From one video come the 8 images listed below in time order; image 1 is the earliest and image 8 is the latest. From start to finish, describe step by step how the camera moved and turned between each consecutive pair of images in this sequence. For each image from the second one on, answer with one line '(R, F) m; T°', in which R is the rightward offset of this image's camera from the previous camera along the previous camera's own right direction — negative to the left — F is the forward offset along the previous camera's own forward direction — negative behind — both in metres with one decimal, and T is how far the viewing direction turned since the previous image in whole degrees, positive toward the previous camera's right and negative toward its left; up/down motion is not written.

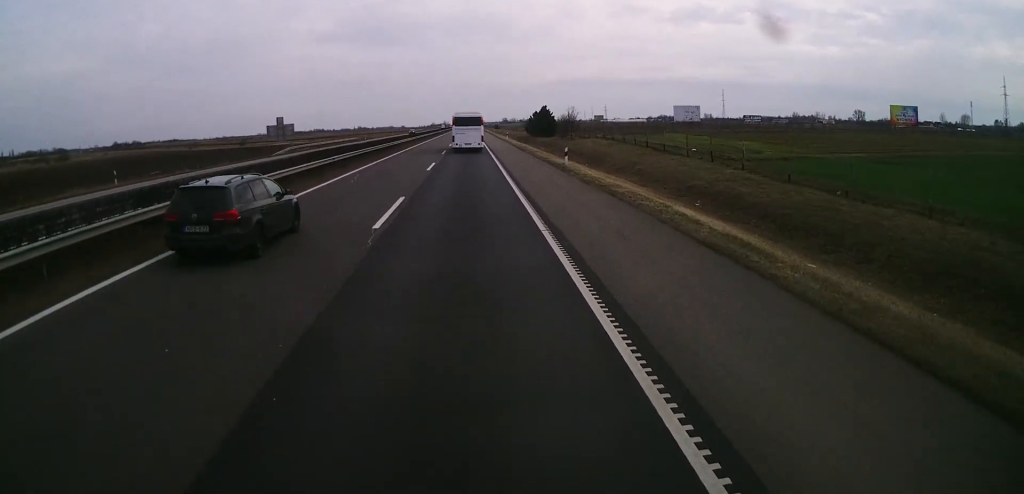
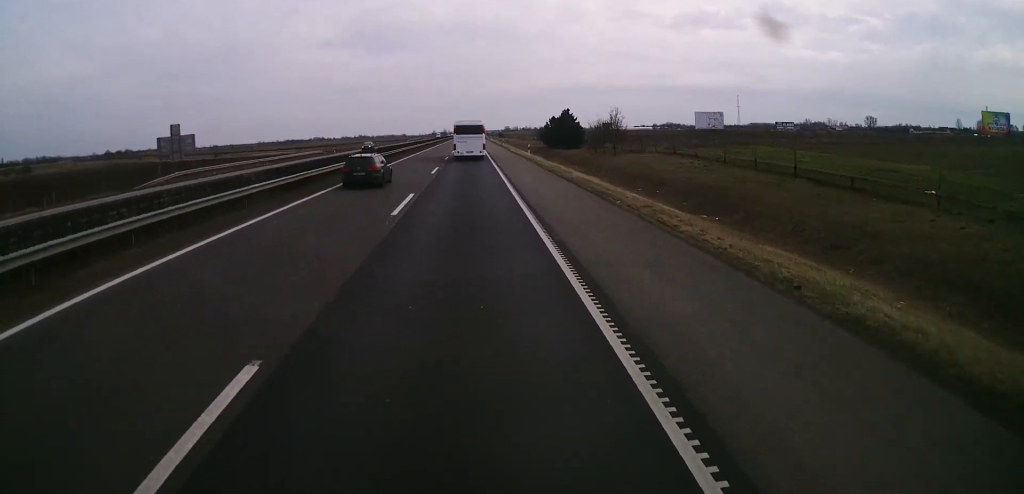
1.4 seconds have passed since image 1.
(-0.1, +32.3) m; -1°
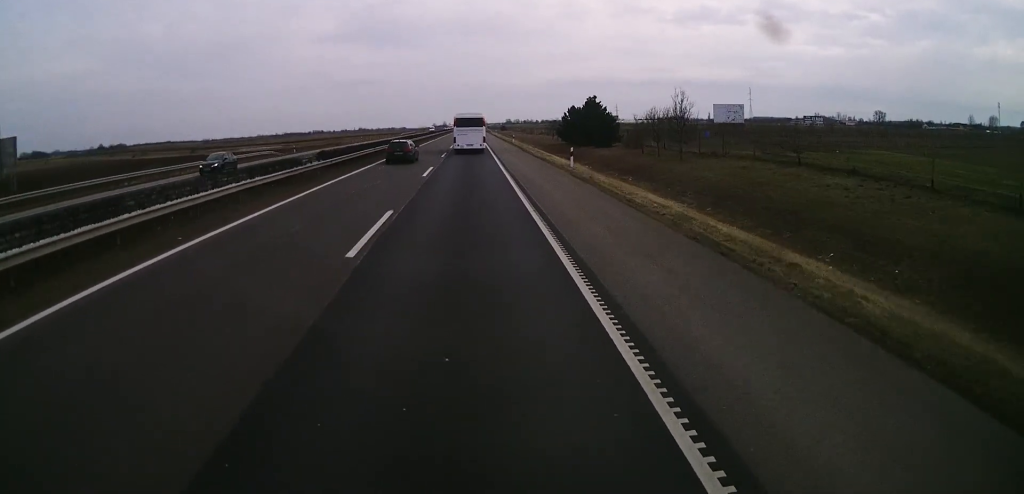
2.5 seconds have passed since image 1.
(0.0, +24.7) m; 0°
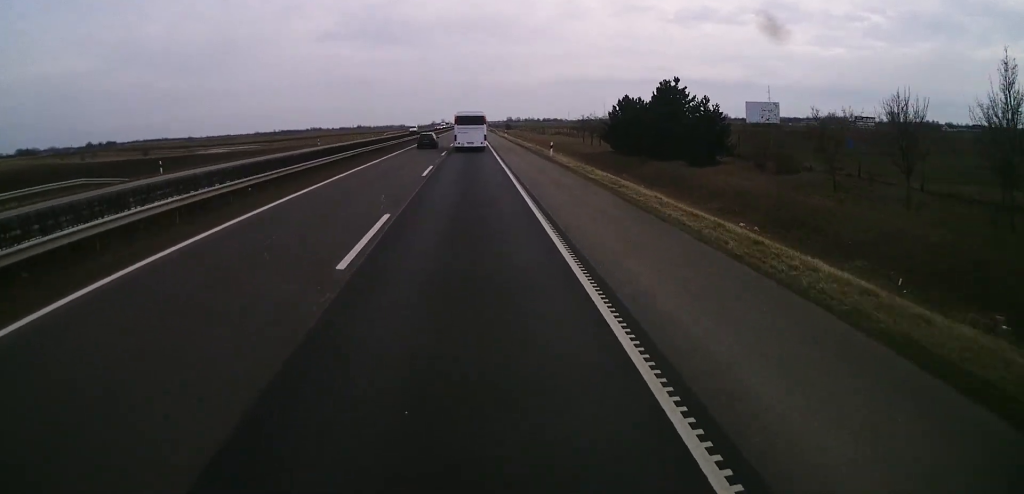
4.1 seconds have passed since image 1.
(0.0, +37.1) m; -1°
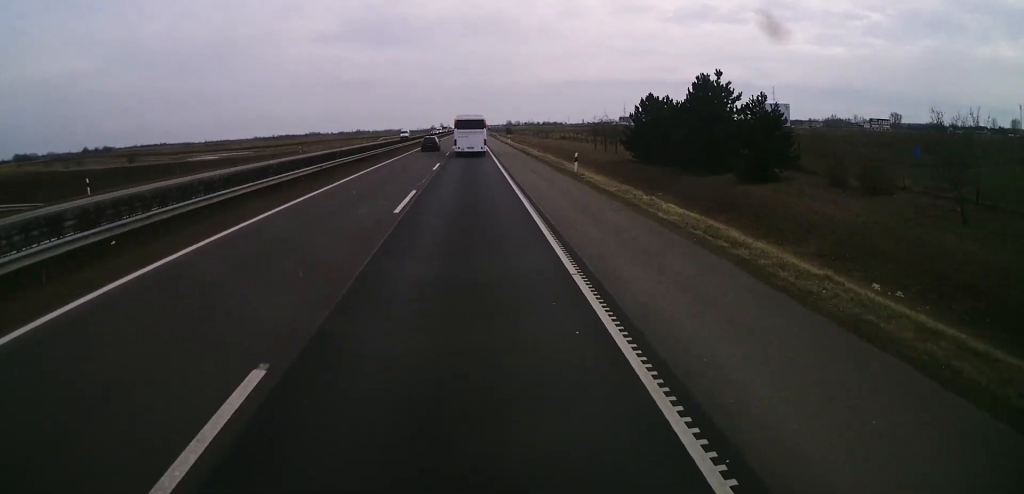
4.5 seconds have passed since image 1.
(0.0, +10.0) m; 0°
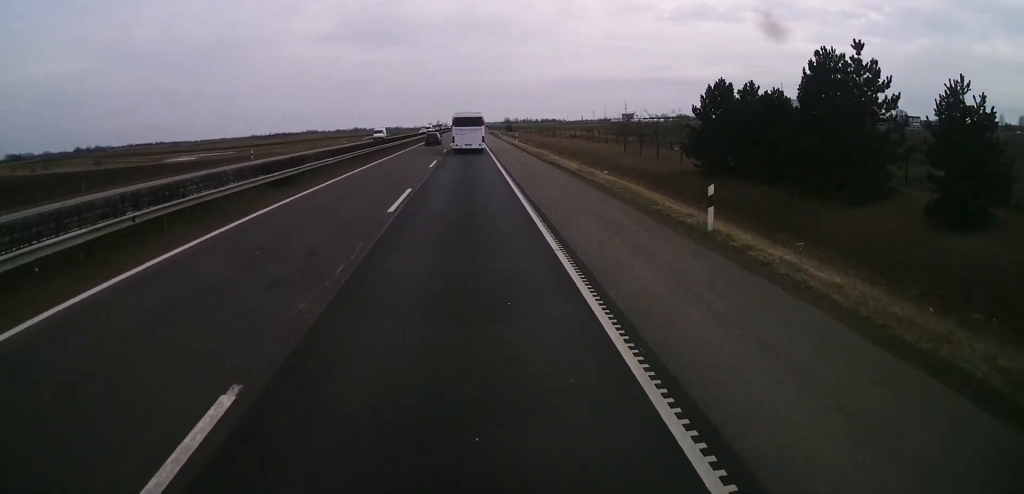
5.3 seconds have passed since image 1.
(-0.3, +18.5) m; +1°
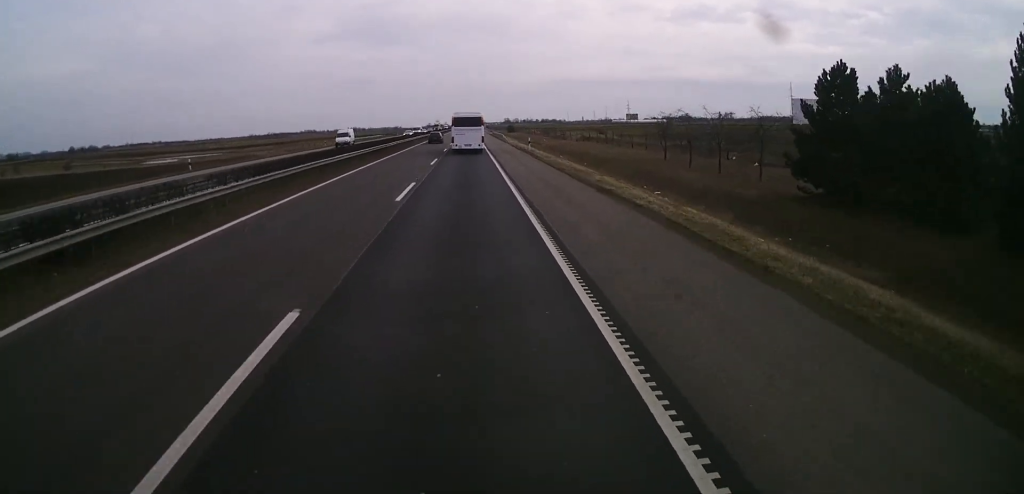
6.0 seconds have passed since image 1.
(+0.3, +15.4) m; 0°
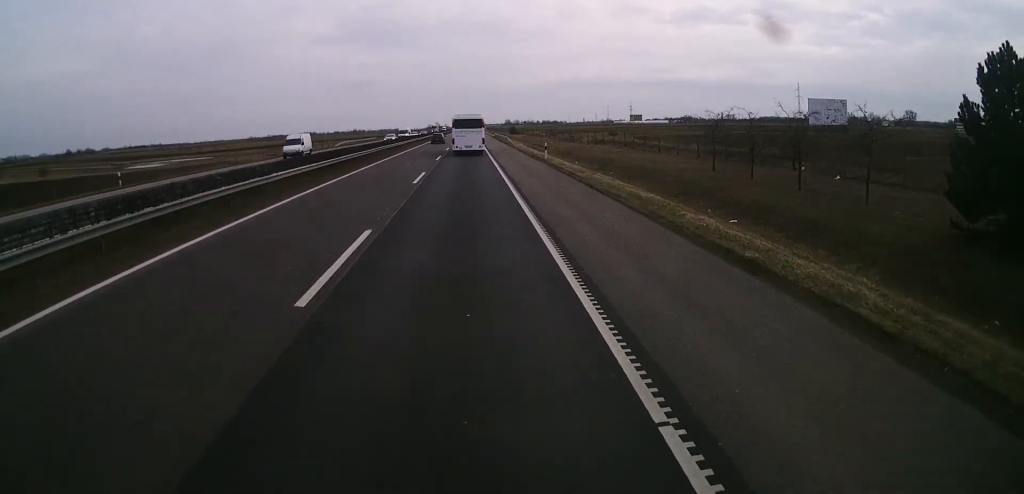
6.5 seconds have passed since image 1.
(+0.2, +11.6) m; 0°
